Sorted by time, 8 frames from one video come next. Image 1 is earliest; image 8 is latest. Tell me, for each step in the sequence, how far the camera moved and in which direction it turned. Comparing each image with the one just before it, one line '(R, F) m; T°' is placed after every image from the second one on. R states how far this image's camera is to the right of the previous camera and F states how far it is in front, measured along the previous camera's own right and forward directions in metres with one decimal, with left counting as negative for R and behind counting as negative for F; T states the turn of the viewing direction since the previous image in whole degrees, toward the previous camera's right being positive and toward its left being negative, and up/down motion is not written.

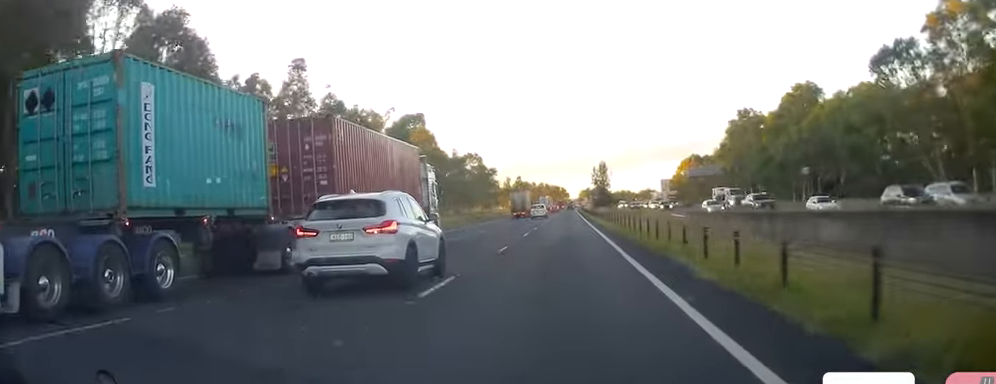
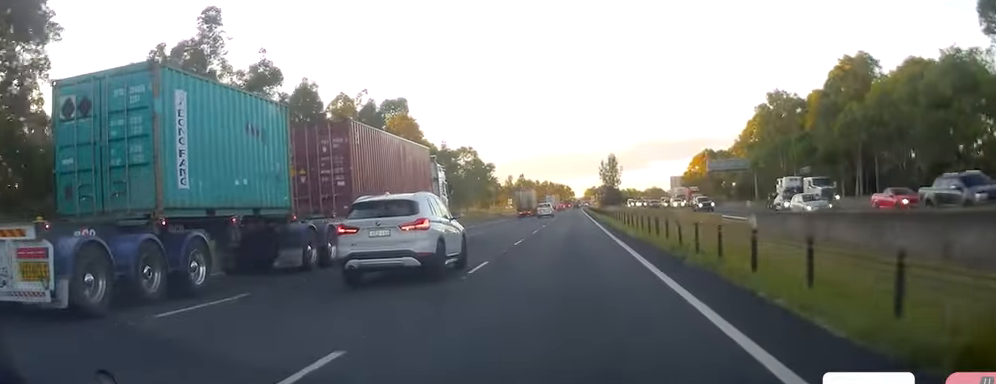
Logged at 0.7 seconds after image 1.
(0.0, +18.8) m; -1°
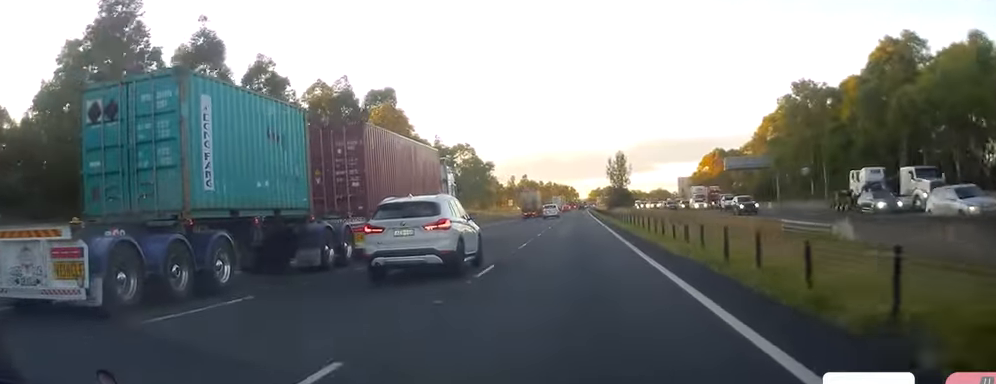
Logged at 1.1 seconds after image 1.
(-0.2, +11.6) m; 0°
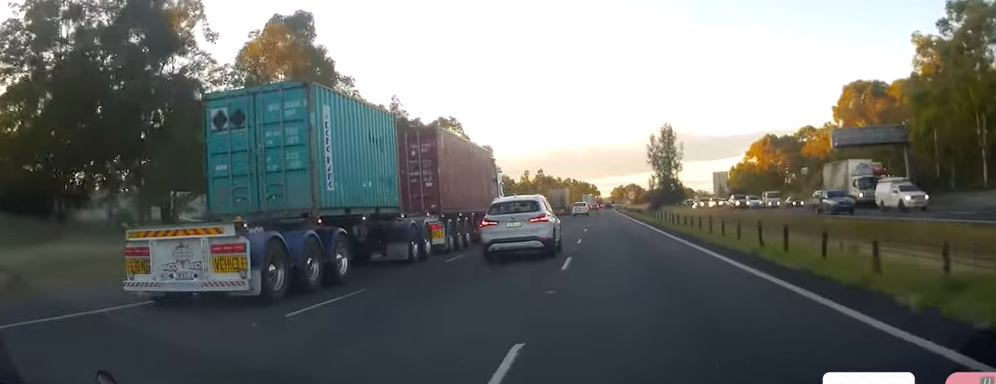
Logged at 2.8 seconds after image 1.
(+0.4, +43.5) m; 0°
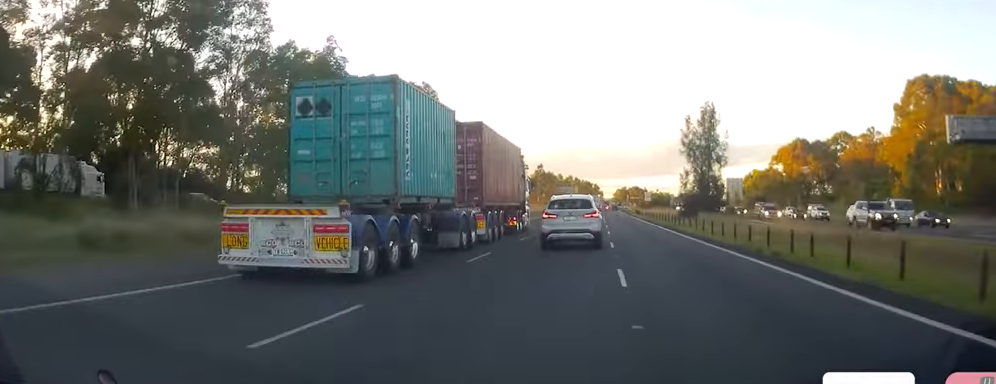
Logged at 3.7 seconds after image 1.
(-0.8, +25.5) m; -1°
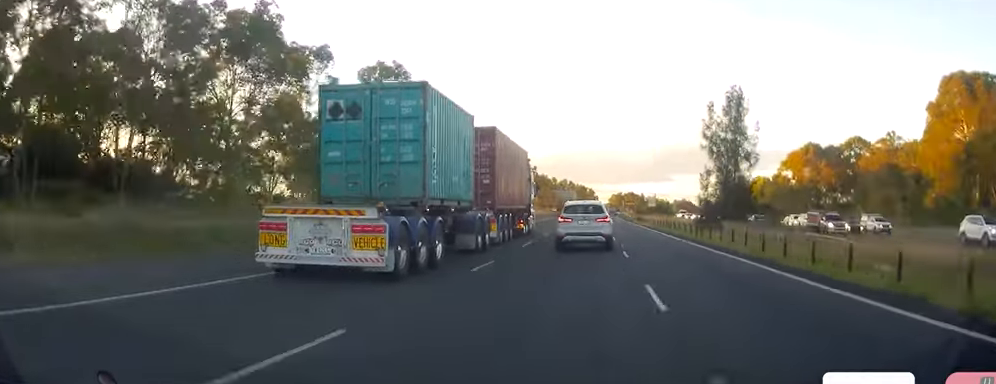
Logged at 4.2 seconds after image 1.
(+0.1, +13.3) m; 0°
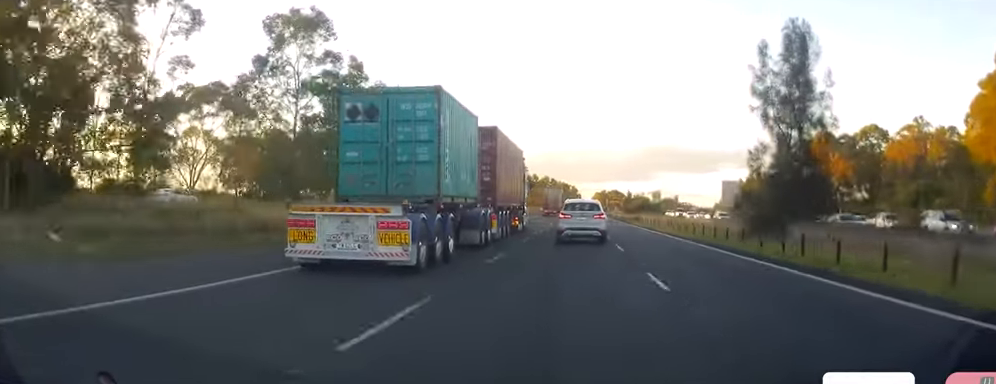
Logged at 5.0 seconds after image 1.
(+0.1, +20.3) m; 0°
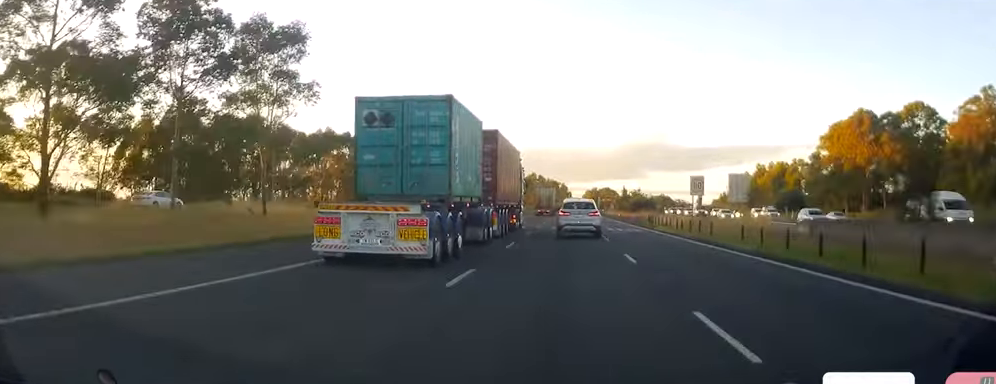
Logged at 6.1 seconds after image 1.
(-0.4, +28.1) m; 0°
